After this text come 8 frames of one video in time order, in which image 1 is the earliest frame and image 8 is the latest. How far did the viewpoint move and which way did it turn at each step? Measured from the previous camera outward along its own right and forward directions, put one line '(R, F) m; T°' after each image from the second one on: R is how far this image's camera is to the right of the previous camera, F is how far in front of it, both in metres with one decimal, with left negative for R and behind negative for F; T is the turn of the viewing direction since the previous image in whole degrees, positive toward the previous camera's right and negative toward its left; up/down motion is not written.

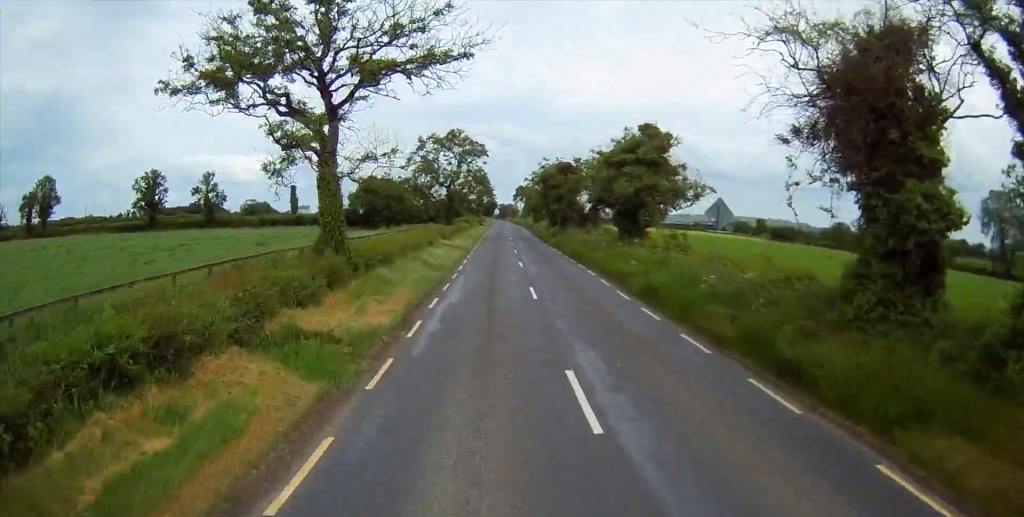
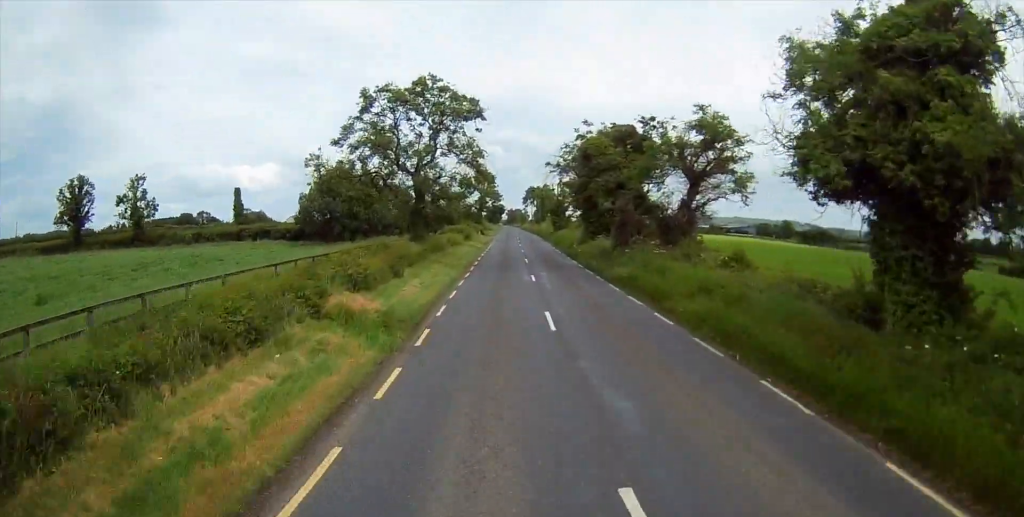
(0.0, +28.2) m; -1°
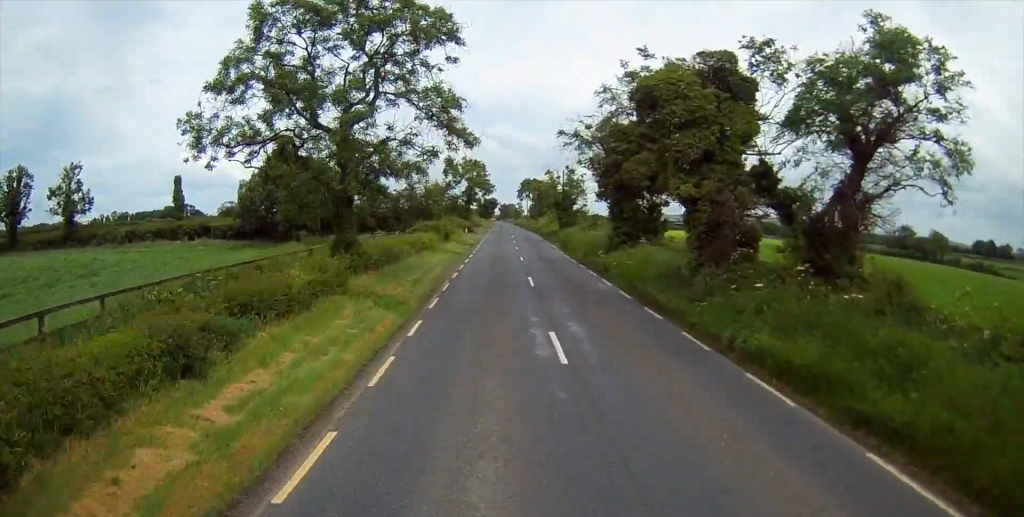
(-0.4, +16.0) m; 0°
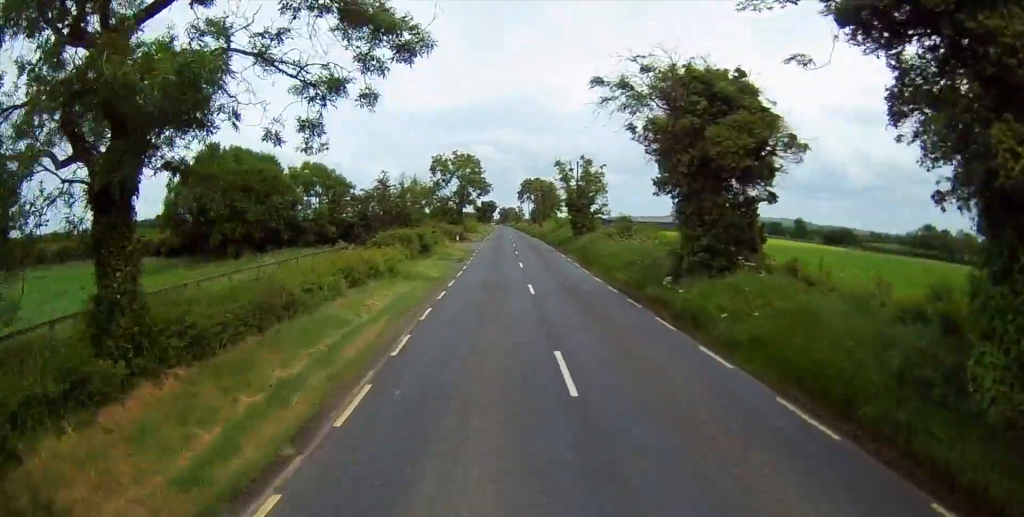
(+0.1, +13.7) m; +1°
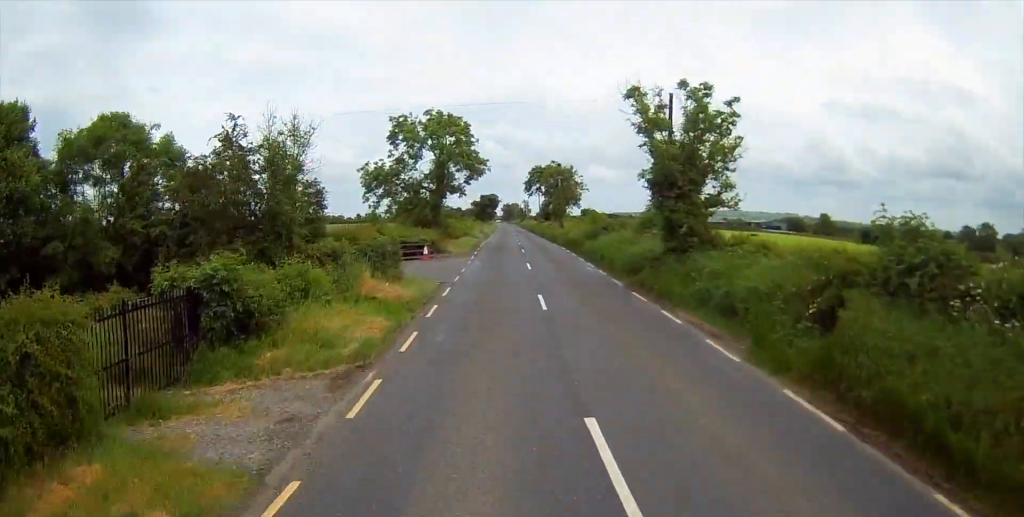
(+0.4, +28.2) m; 0°
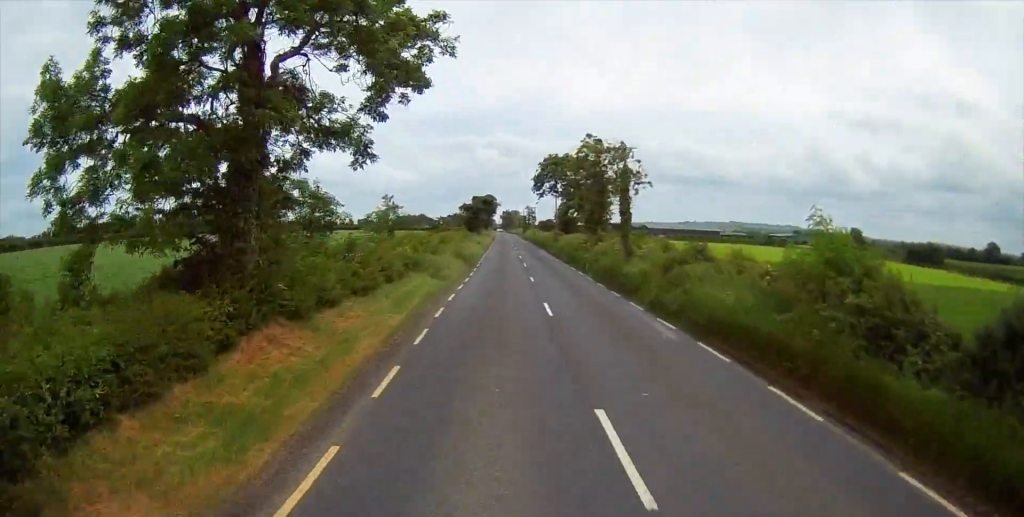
(-0.5, +35.4) m; 0°
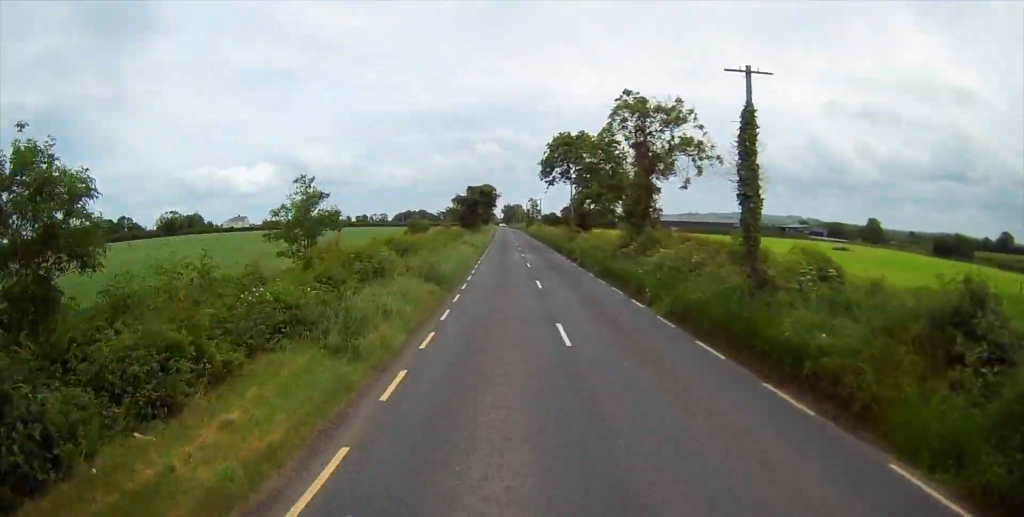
(+0.3, +15.9) m; +1°
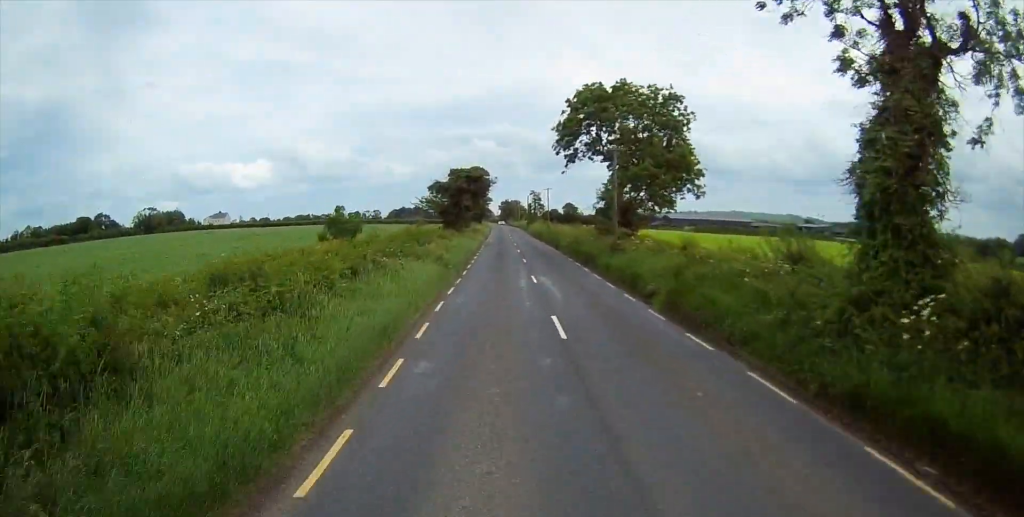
(0.0, +23.9) m; 0°
